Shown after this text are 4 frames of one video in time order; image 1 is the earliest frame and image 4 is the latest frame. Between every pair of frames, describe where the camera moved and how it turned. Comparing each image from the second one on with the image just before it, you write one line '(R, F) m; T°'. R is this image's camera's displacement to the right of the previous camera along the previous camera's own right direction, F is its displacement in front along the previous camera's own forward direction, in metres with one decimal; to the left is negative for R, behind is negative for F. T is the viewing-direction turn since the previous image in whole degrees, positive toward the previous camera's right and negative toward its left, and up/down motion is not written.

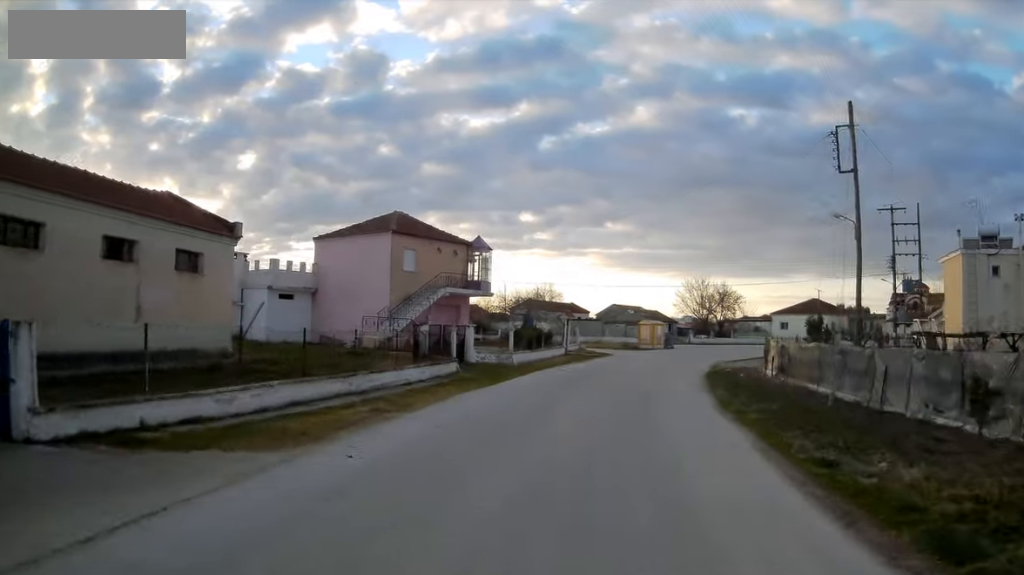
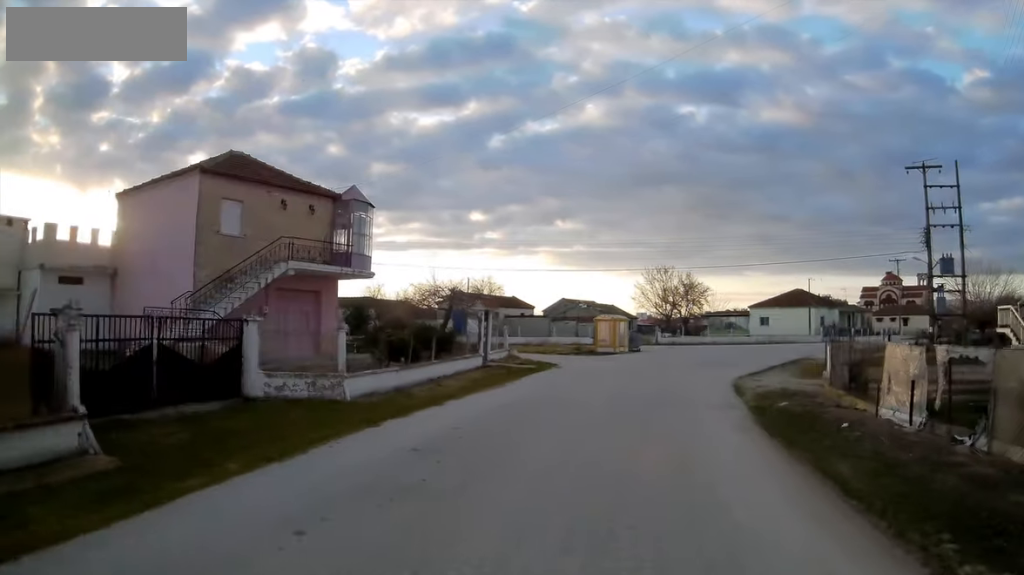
(+0.4, +15.1) m; +3°
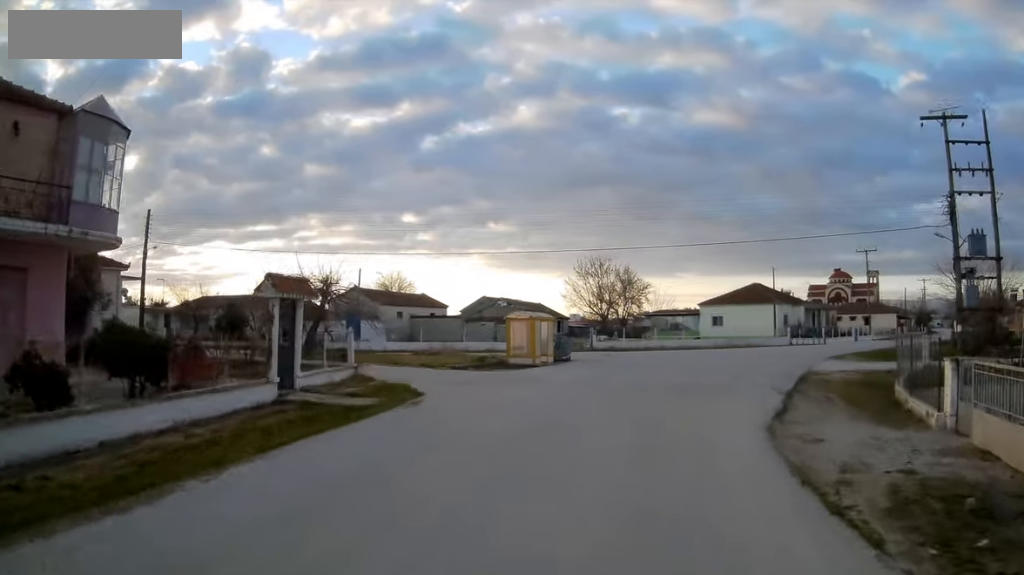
(+0.3, +12.3) m; +4°
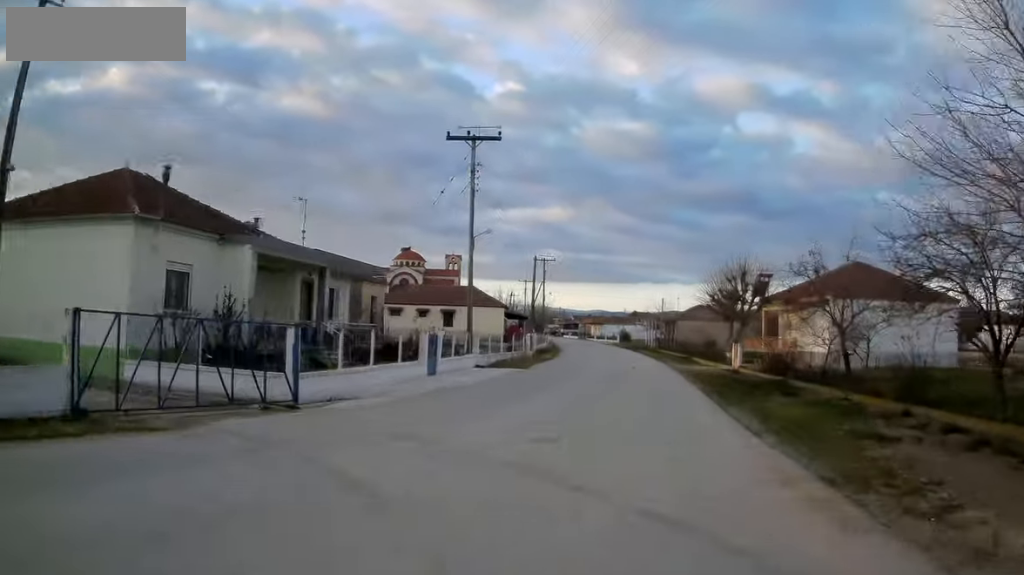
(+12.2, +49.8) m; +31°
